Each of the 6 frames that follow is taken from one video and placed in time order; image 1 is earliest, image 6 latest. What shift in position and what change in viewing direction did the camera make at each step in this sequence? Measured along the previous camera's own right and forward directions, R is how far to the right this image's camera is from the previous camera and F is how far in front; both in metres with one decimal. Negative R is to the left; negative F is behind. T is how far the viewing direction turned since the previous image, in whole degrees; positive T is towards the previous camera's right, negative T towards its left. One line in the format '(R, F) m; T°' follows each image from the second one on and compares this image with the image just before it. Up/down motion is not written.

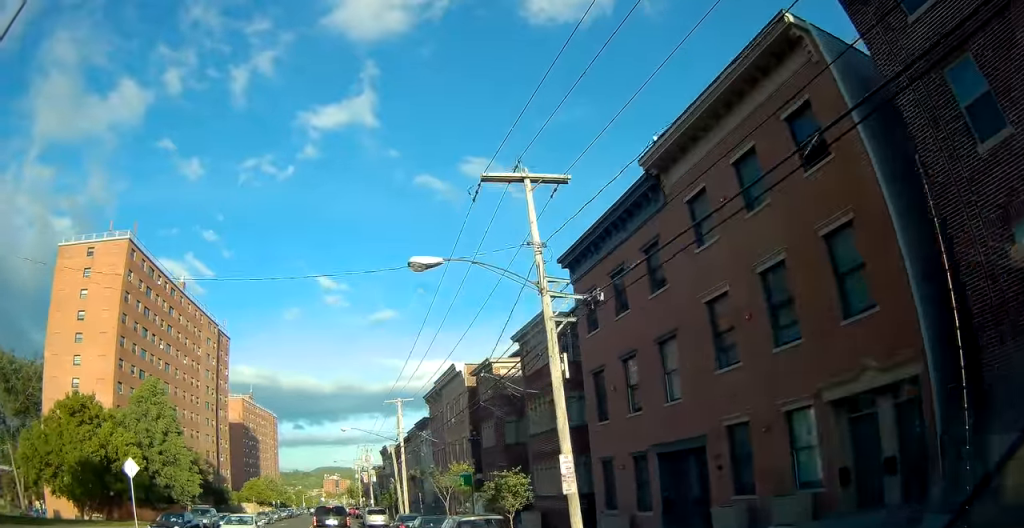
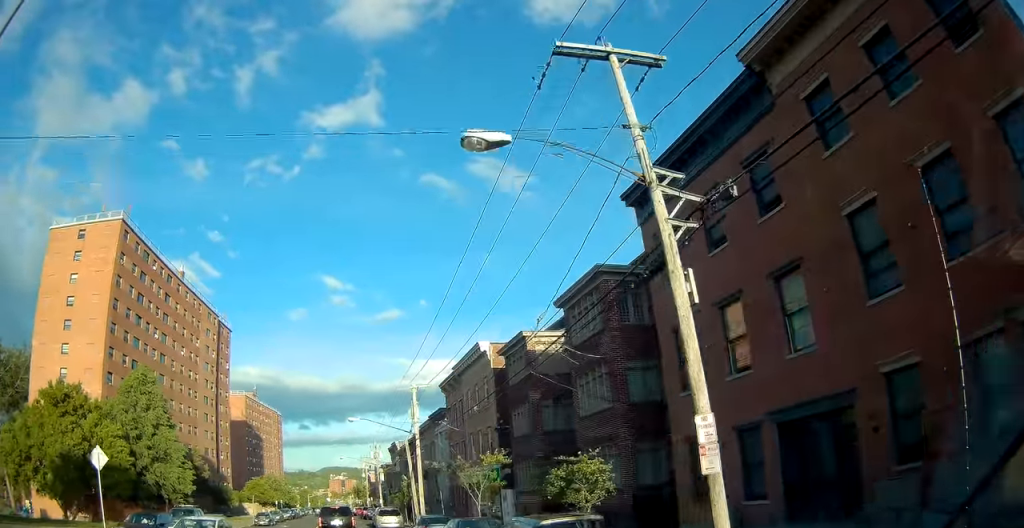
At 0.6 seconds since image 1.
(0.0, +5.1) m; -1°
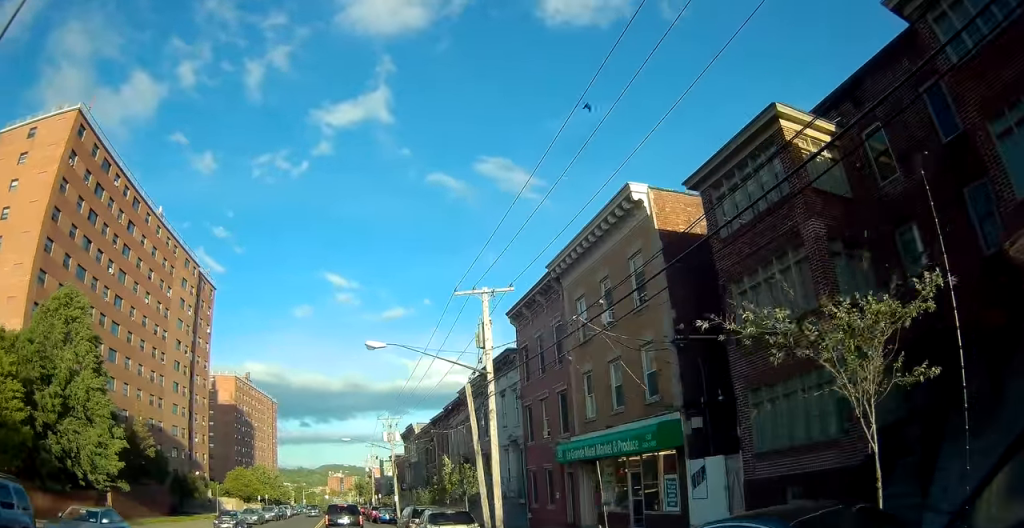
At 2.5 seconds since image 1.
(+0.5, +19.0) m; +1°
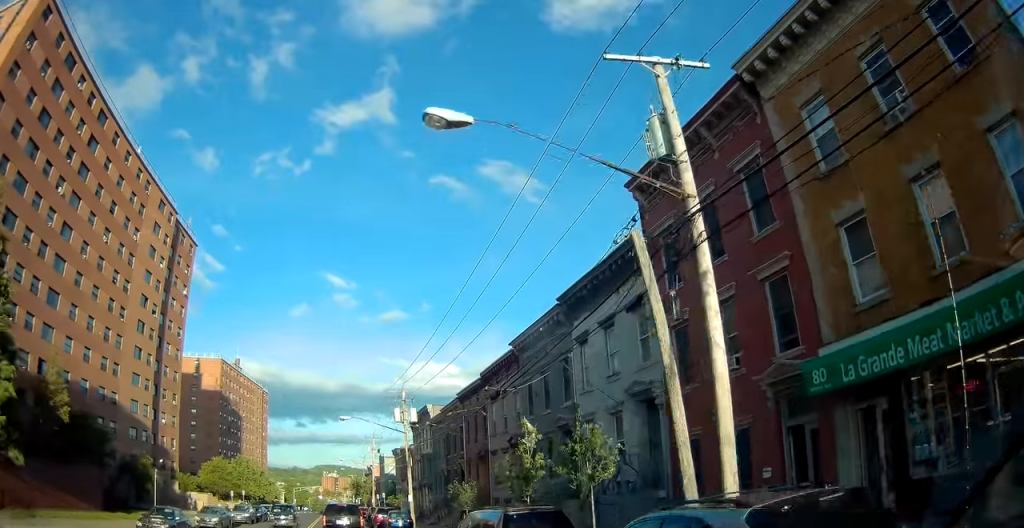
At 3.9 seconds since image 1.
(-0.4, +13.9) m; +1°
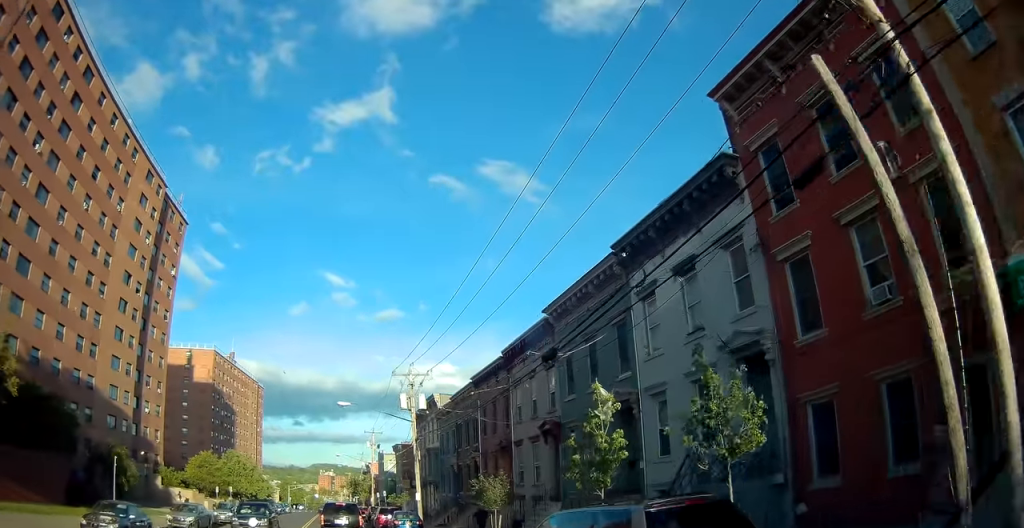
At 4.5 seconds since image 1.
(+0.2, +5.5) m; +2°
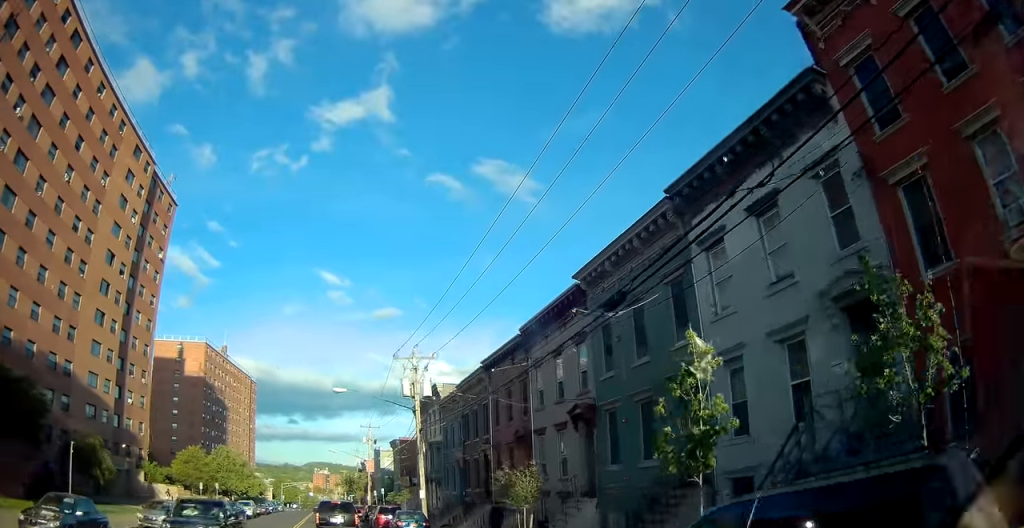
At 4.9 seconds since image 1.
(+0.1, +4.0) m; +1°
